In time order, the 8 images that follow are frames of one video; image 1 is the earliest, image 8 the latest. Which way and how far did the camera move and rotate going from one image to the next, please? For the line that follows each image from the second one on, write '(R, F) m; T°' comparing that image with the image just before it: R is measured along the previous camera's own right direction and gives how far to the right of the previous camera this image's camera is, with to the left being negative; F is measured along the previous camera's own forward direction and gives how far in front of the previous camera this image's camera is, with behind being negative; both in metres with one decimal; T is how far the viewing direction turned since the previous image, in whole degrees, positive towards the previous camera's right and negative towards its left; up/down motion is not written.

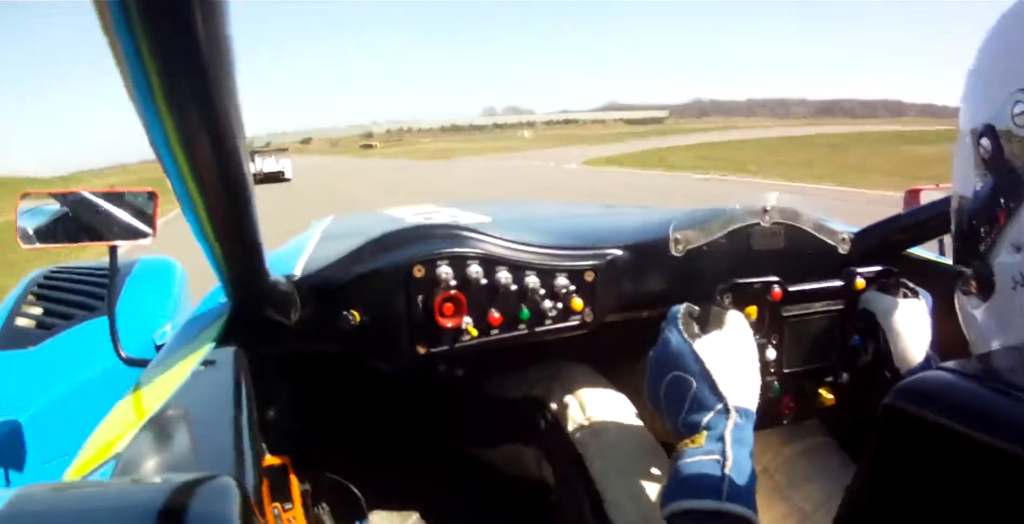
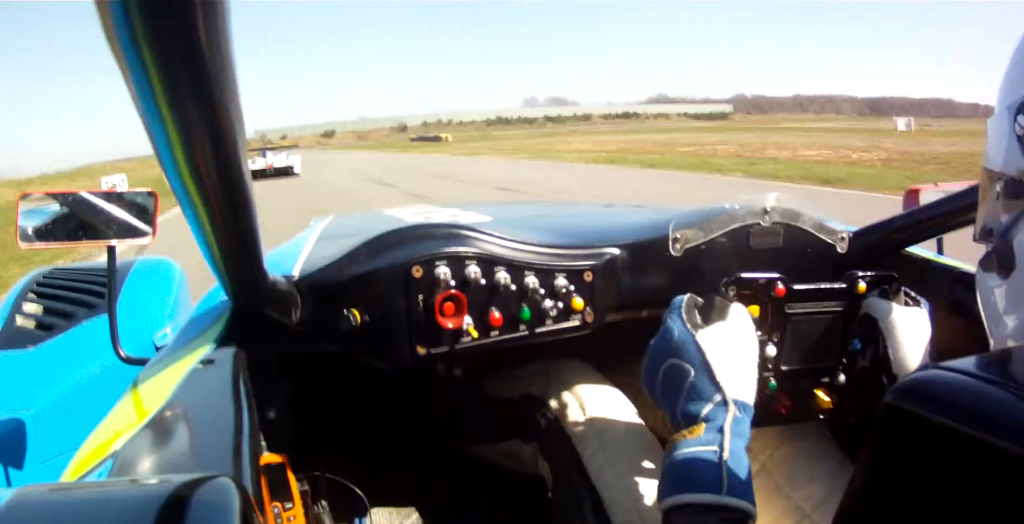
(0.0, +59.7) m; 0°
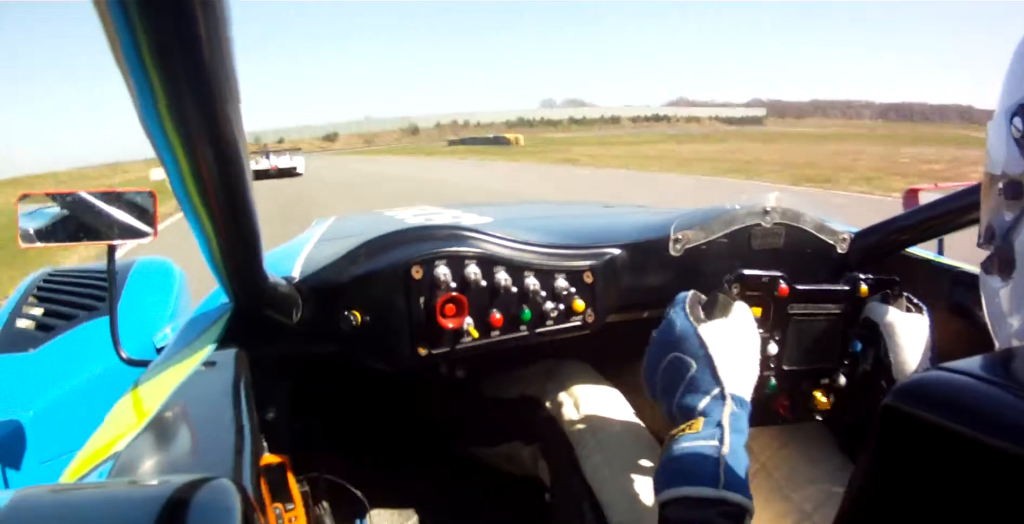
(-0.1, +36.0) m; -1°
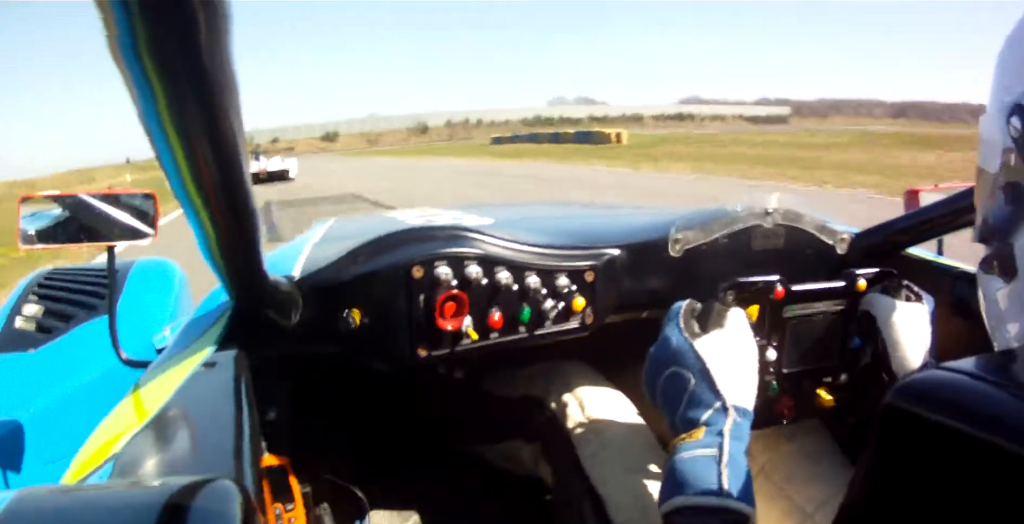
(+0.4, +26.0) m; -2°
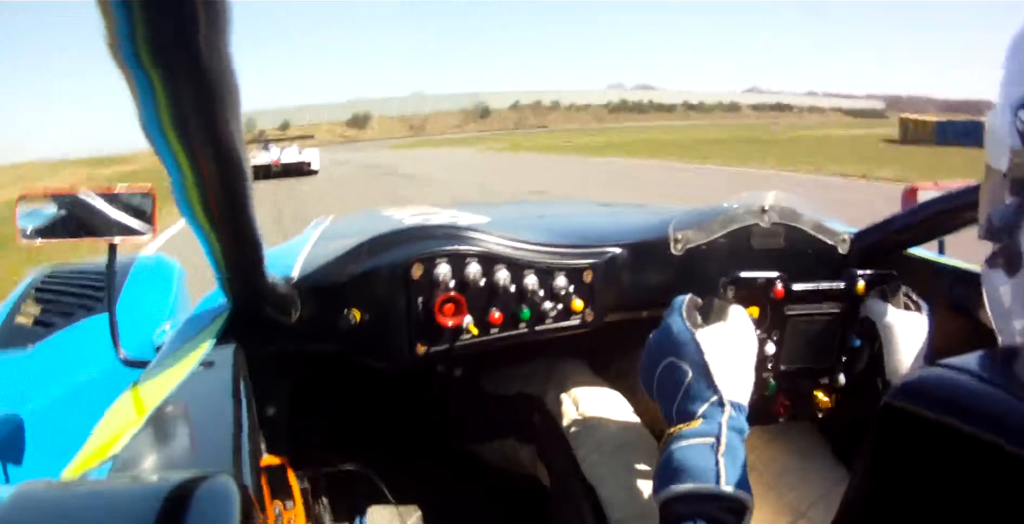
(-3.1, +58.7) m; +4°
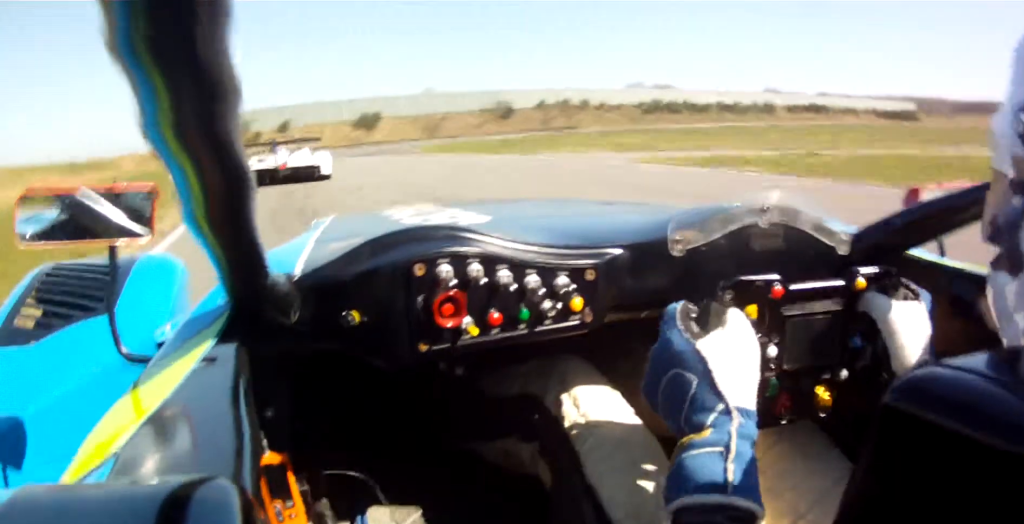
(+3.0, +18.1) m; +4°
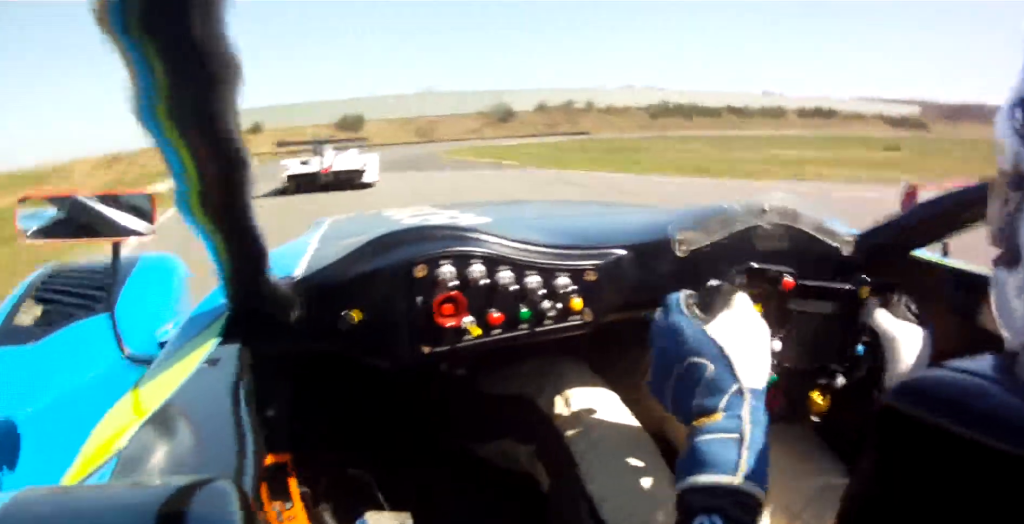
(+1.9, +21.1) m; +5°
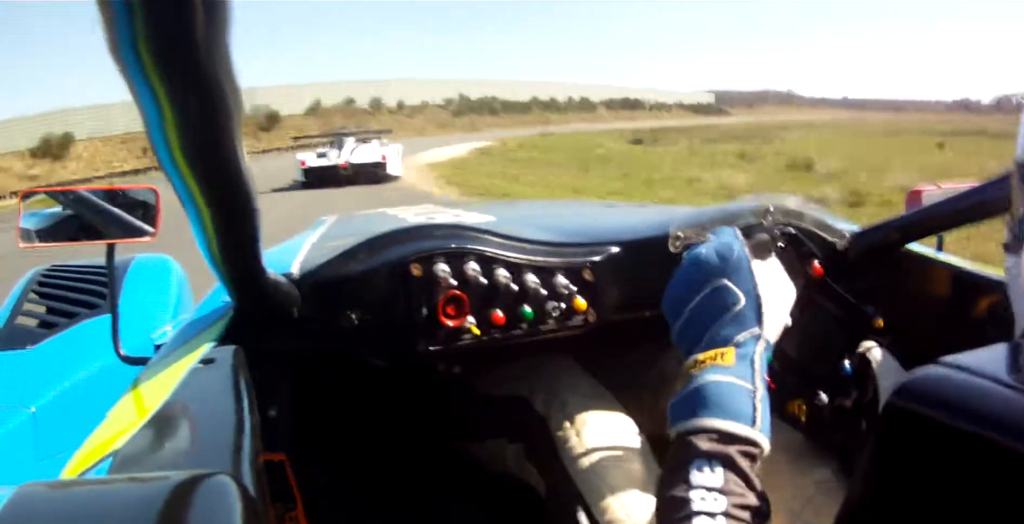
(+3.7, +46.3) m; +20°
